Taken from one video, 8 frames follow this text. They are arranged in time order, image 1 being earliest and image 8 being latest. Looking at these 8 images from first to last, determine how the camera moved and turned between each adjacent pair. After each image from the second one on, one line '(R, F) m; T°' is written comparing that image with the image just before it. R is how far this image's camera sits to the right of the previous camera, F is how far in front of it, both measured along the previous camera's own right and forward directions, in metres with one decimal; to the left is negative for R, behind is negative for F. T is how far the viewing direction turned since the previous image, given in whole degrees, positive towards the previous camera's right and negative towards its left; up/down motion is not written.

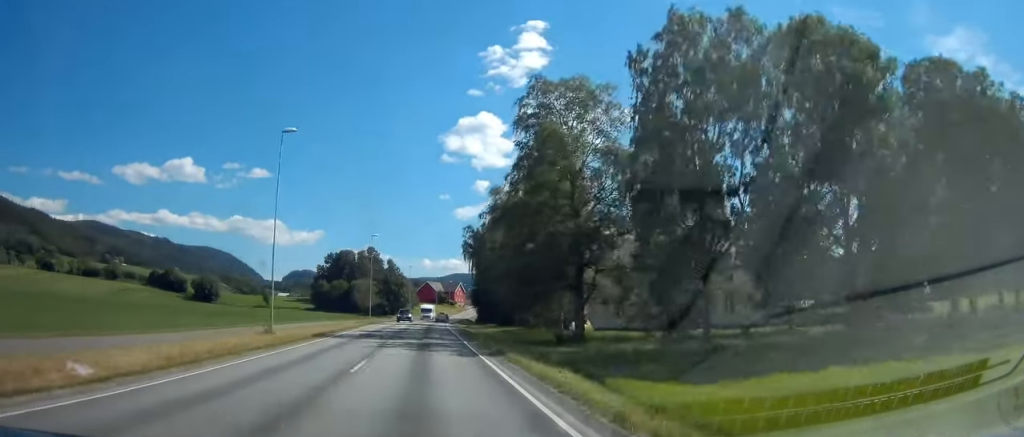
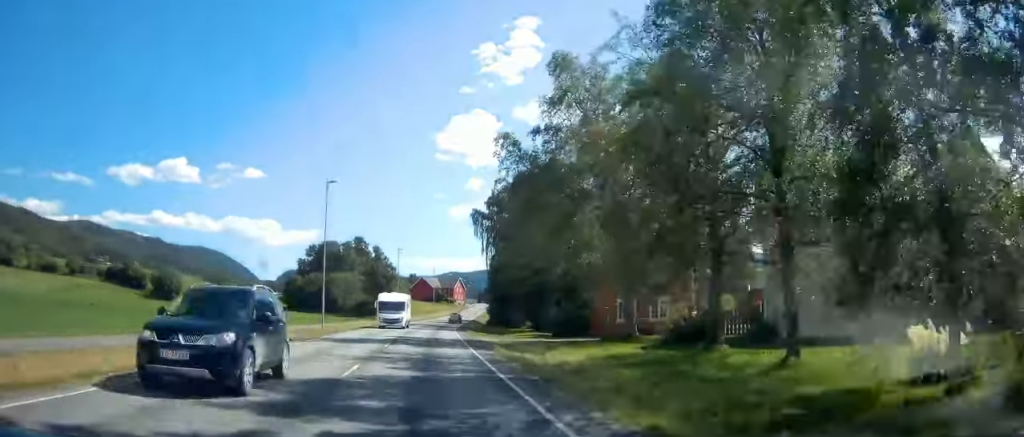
(+0.4, +38.3) m; 0°
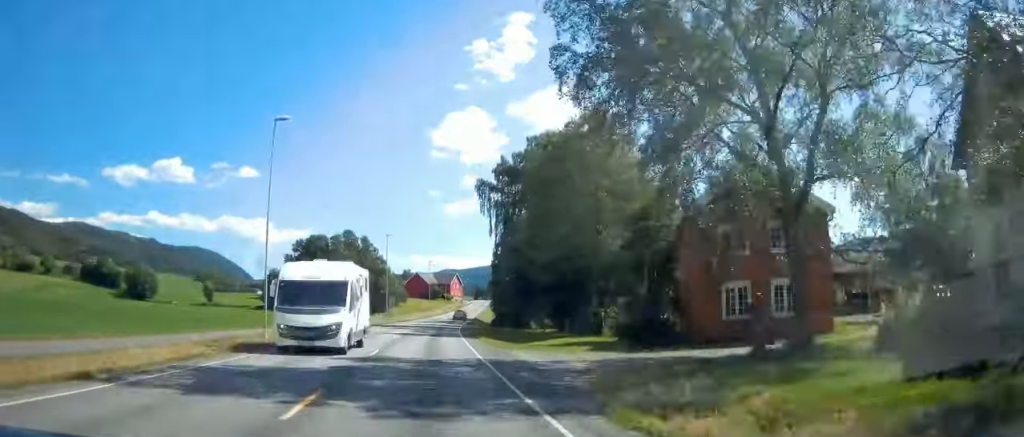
(-0.3, +17.6) m; 0°
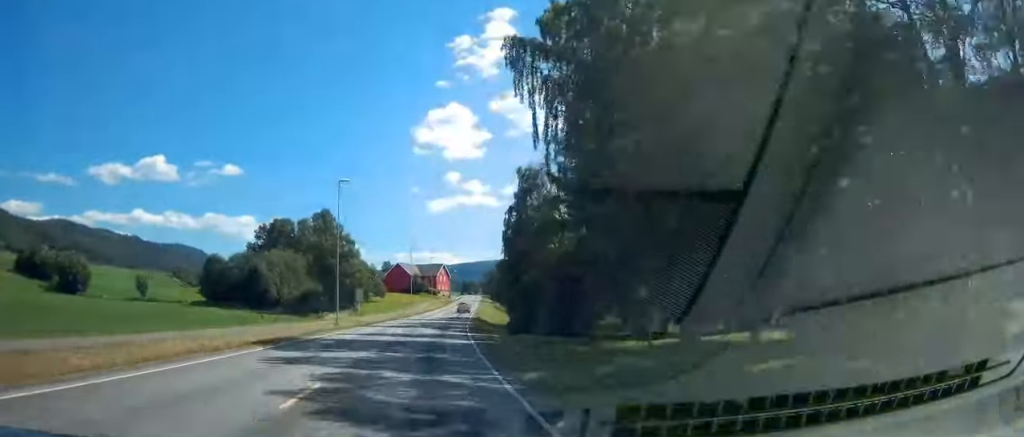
(0.0, +34.1) m; +1°
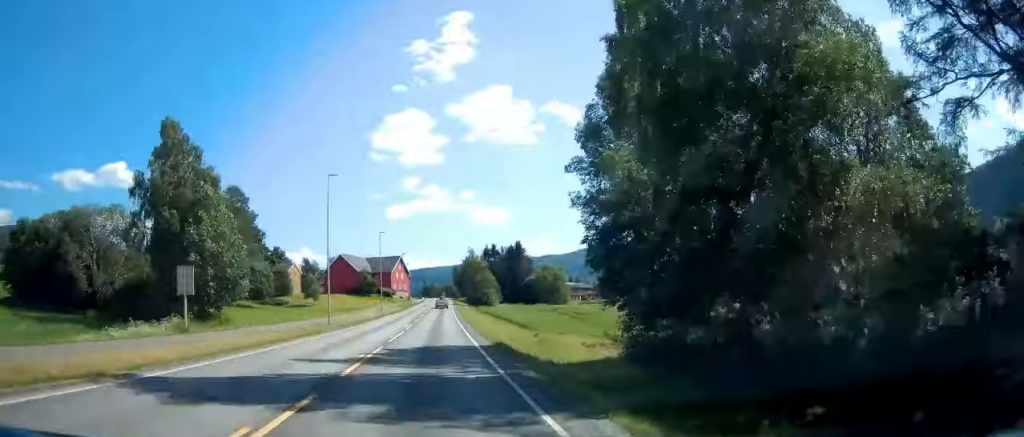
(+1.9, +55.8) m; +3°
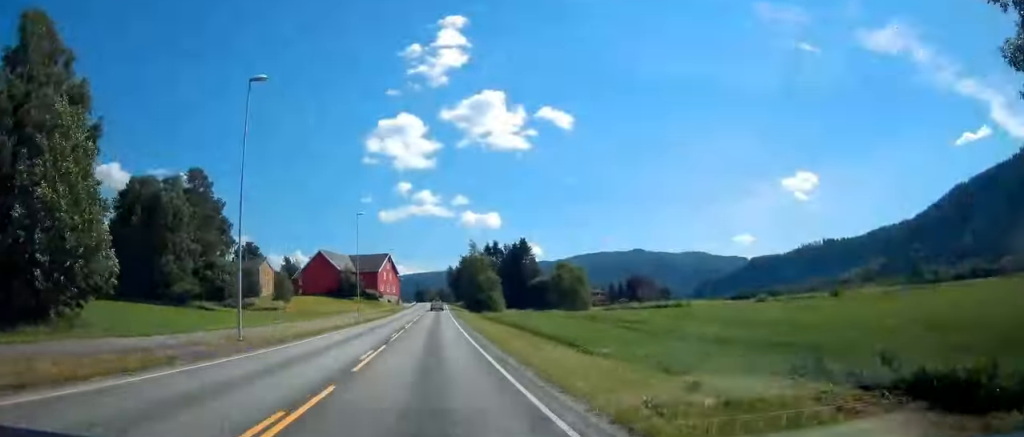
(-0.1, +22.9) m; +1°
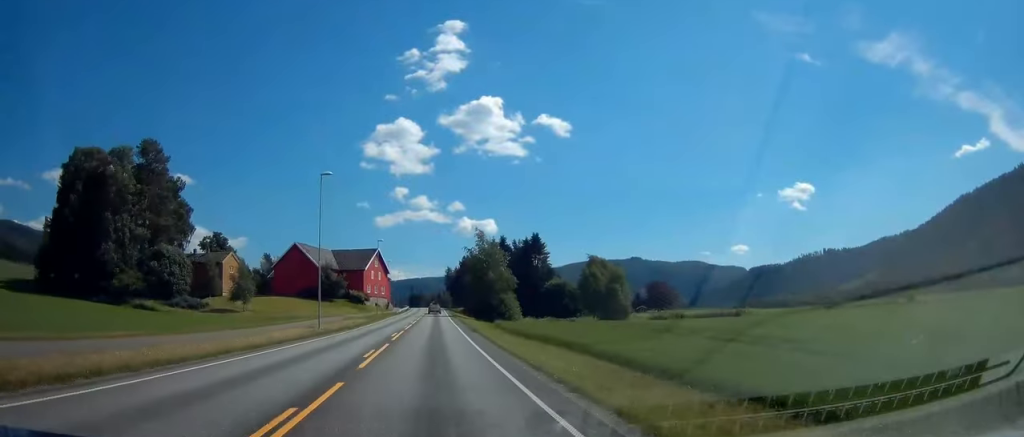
(+0.4, +23.4) m; +1°
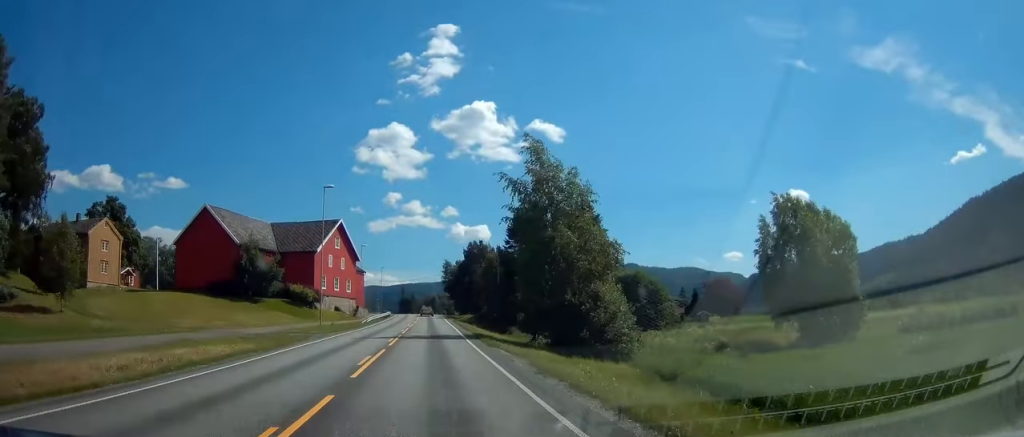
(+0.7, +49.3) m; +1°
